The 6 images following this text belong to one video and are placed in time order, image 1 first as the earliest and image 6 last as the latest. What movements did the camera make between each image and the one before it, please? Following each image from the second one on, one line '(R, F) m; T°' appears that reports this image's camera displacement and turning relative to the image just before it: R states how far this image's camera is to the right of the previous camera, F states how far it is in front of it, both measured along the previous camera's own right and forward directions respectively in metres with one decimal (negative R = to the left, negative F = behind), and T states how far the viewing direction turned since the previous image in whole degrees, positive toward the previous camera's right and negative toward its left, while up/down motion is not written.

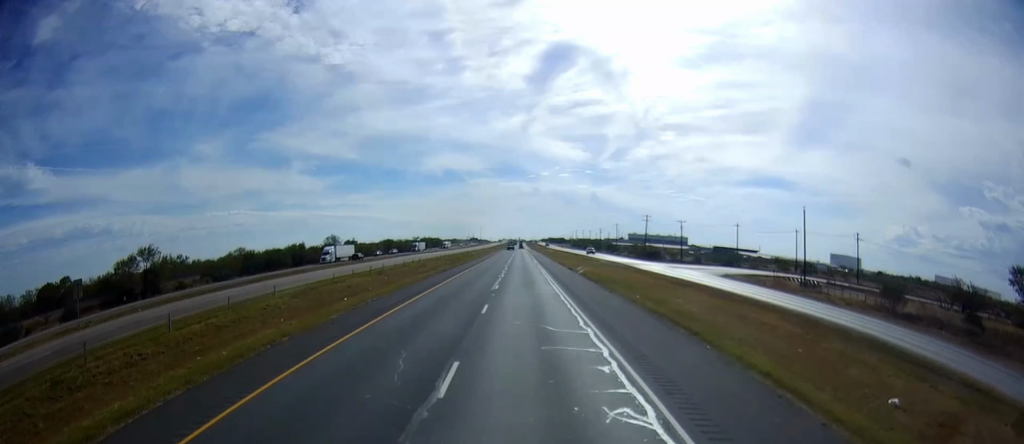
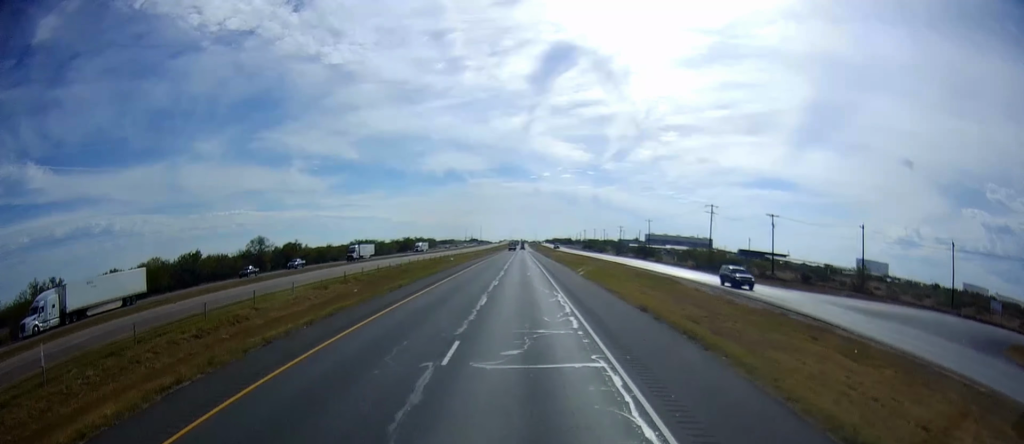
(+0.3, +57.5) m; 0°
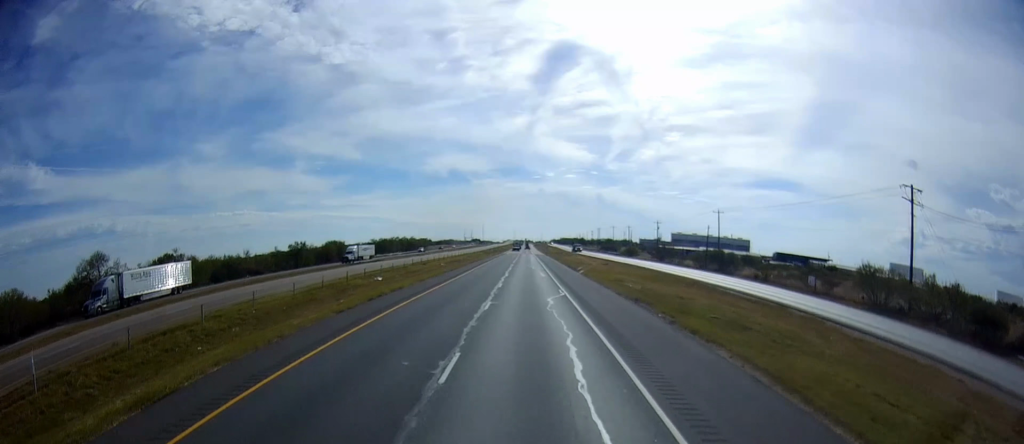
(-0.1, +61.8) m; 0°
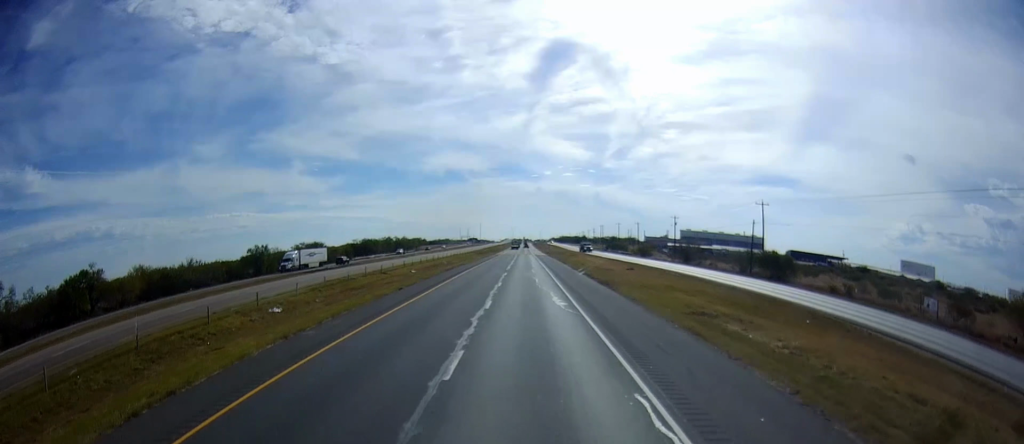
(-0.1, +23.8) m; -1°
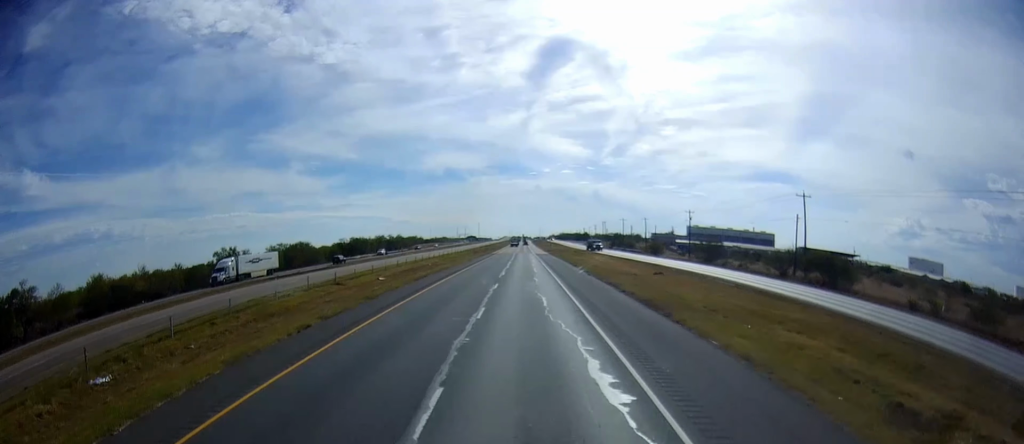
(-0.1, +15.7) m; 0°
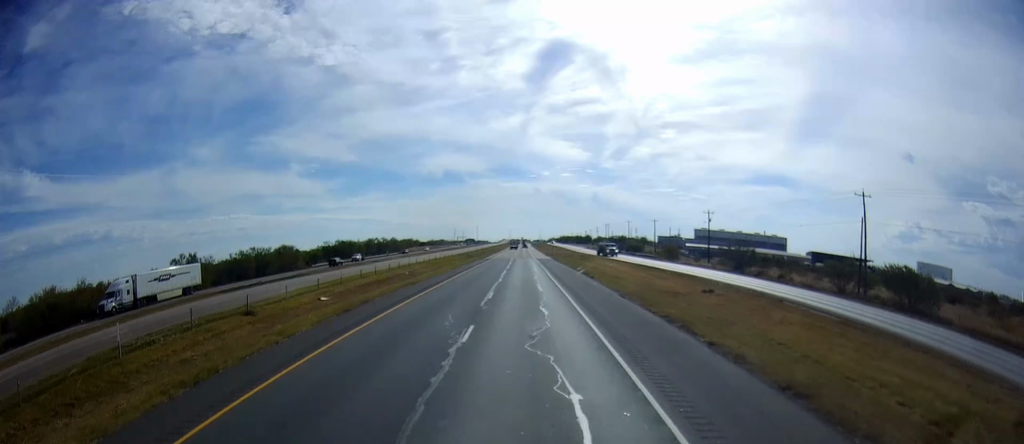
(-0.2, +16.2) m; 0°
